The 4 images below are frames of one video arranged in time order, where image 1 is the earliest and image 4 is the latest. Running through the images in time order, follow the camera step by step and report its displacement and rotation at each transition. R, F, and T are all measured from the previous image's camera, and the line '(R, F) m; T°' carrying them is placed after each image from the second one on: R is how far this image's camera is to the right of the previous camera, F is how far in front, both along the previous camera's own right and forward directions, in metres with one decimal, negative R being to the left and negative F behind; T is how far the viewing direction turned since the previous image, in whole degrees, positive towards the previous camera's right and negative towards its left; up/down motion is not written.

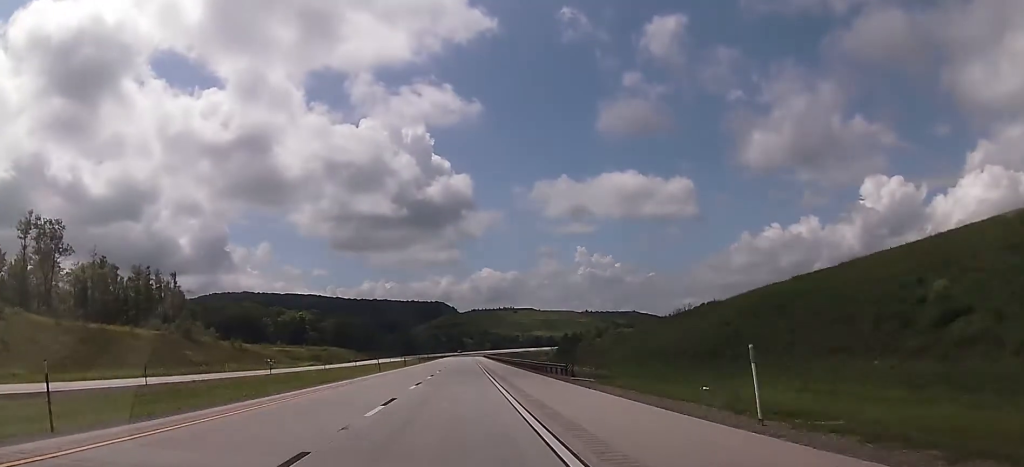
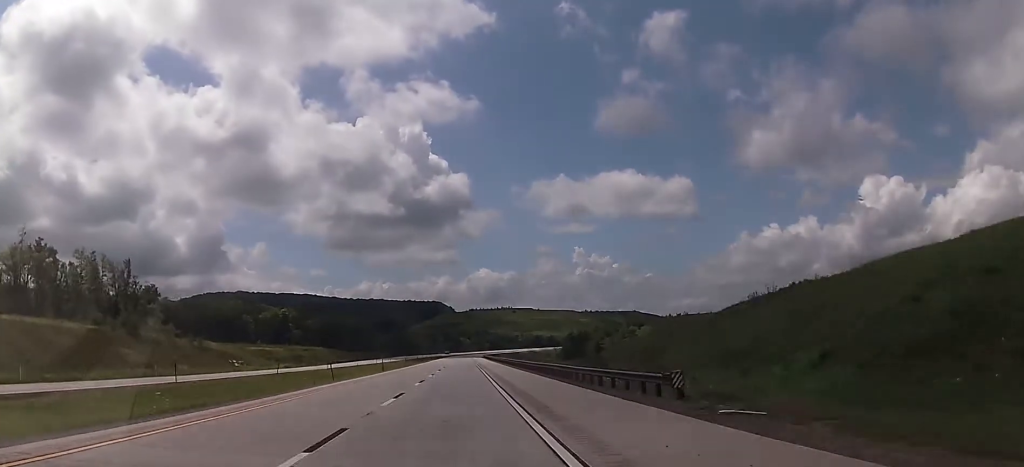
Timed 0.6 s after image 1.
(-0.3, +20.8) m; 0°
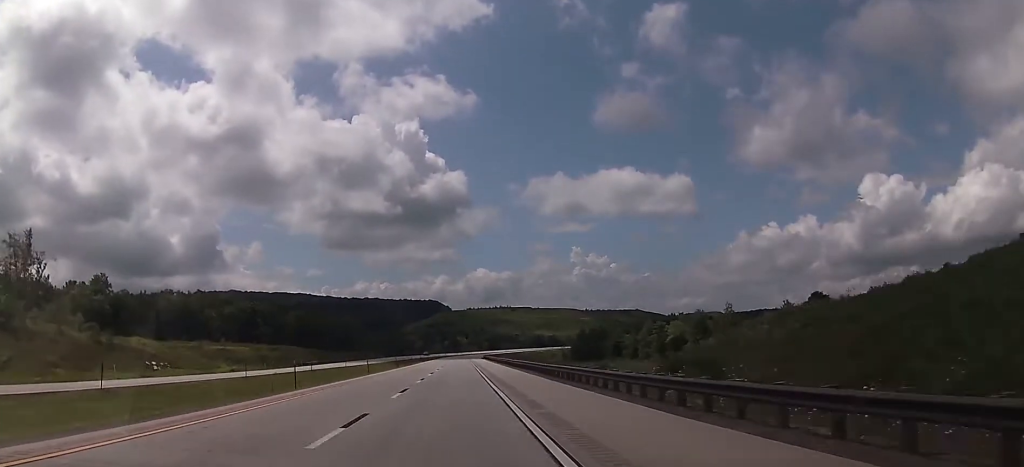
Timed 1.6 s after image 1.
(+0.2, +32.8) m; +1°
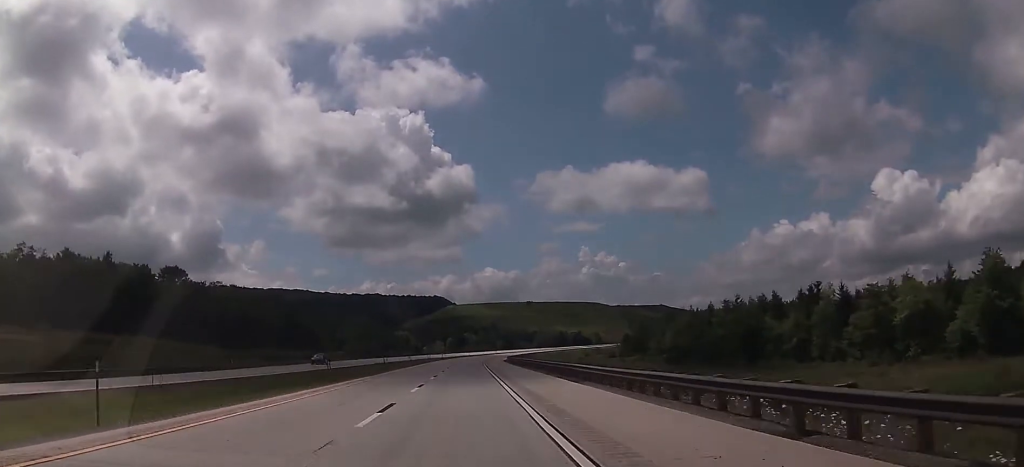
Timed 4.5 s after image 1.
(-0.2, +93.2) m; -1°
